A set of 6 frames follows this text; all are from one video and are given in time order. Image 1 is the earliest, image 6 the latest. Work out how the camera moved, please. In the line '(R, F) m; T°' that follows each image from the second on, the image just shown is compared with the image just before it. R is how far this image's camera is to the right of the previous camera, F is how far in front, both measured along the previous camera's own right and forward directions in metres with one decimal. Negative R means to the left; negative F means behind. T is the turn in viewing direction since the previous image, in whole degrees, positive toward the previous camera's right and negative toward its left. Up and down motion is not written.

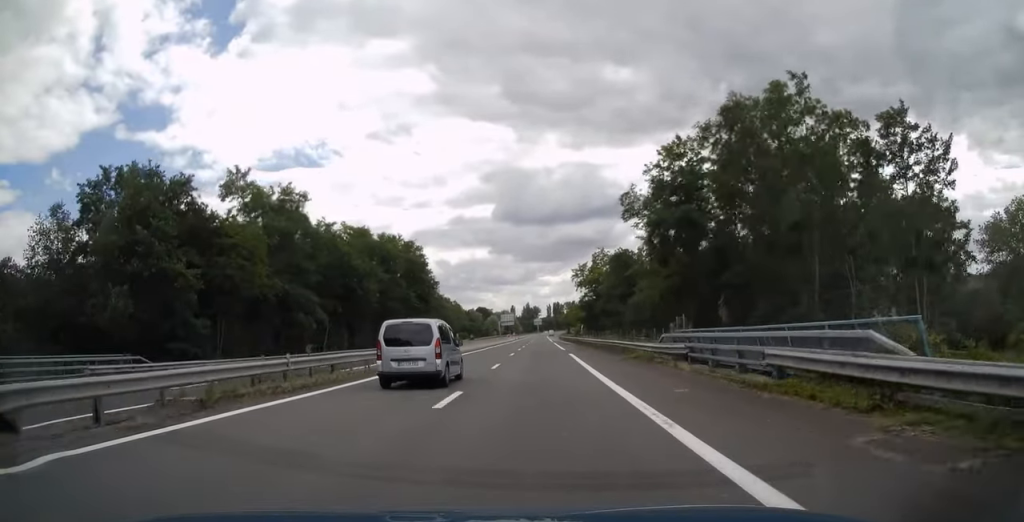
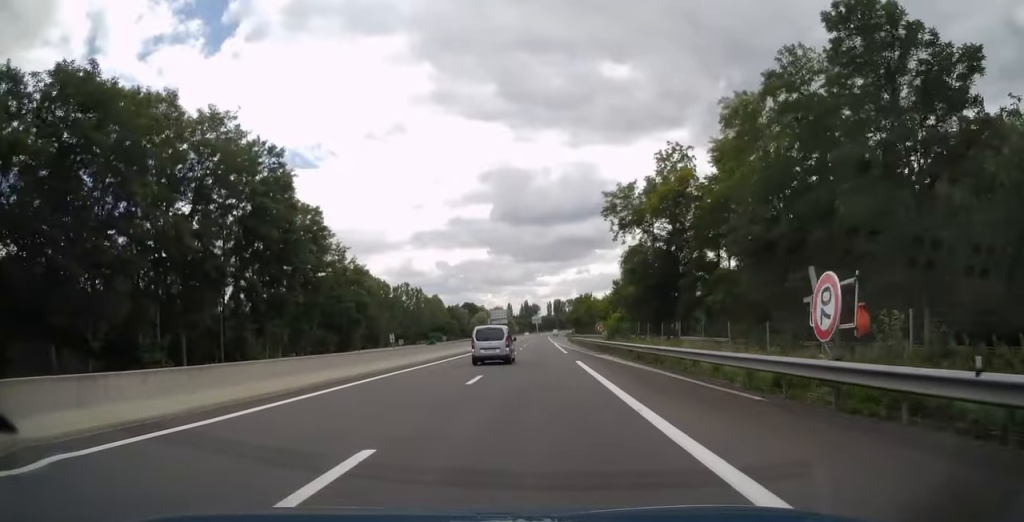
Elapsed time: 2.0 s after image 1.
(-0.1, +58.8) m; 0°
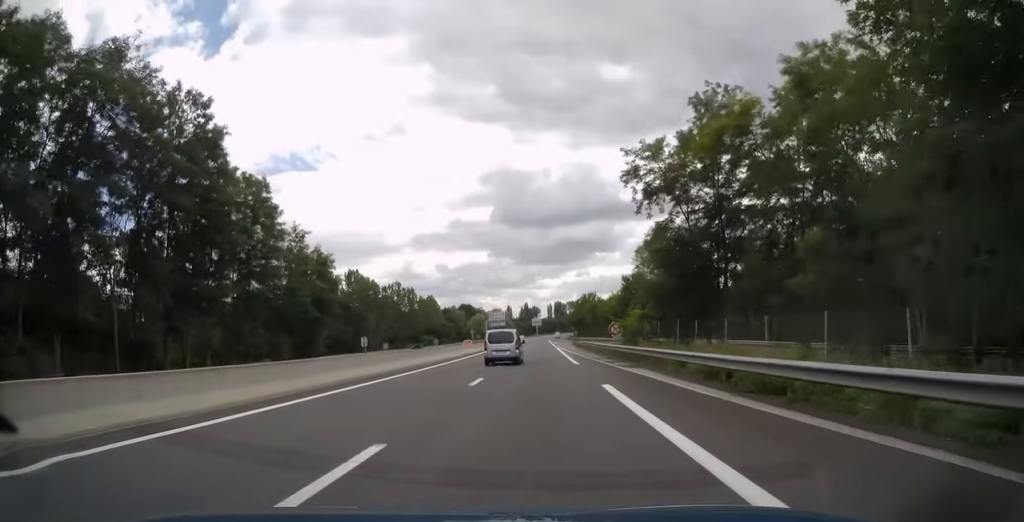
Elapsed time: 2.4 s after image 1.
(0.0, +12.4) m; 0°
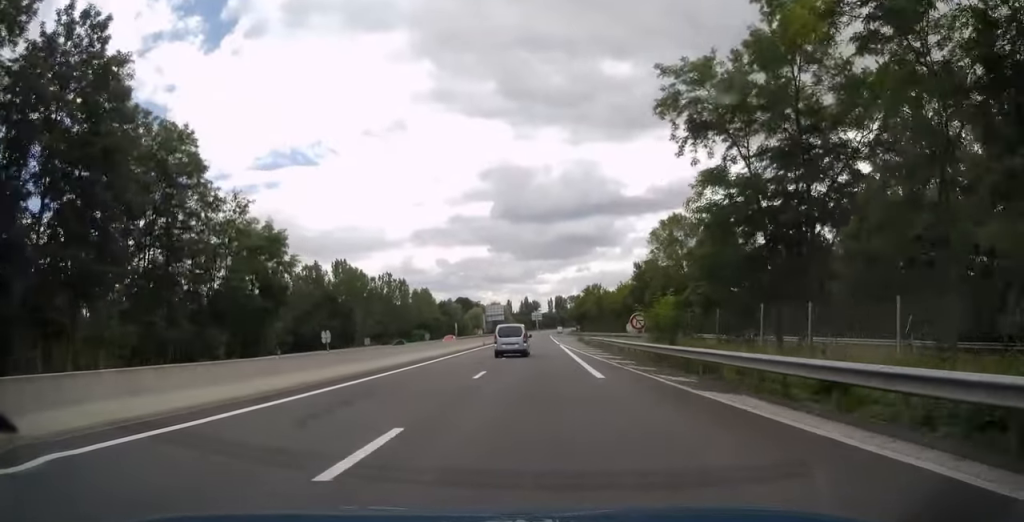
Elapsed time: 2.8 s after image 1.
(0.0, +11.8) m; 0°
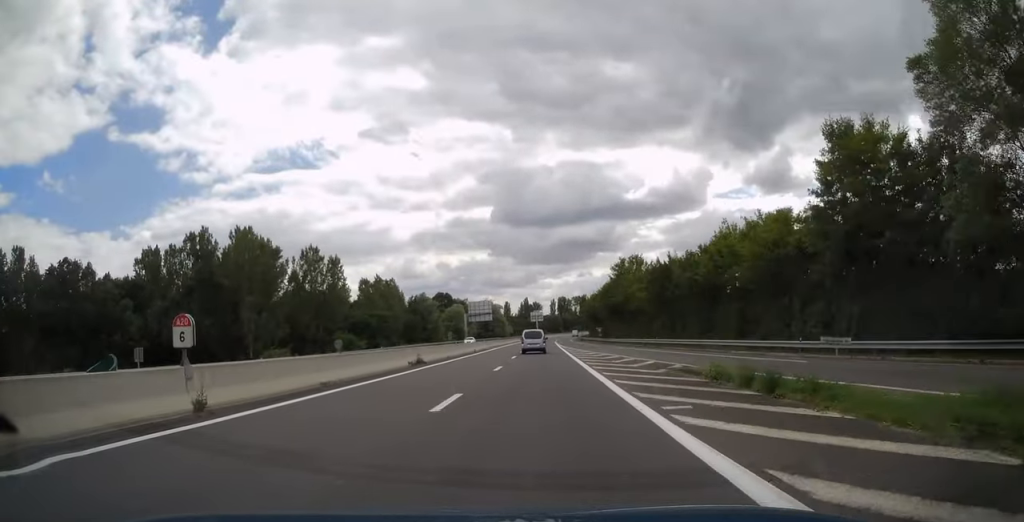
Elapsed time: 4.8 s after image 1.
(-0.1, +58.7) m; 0°
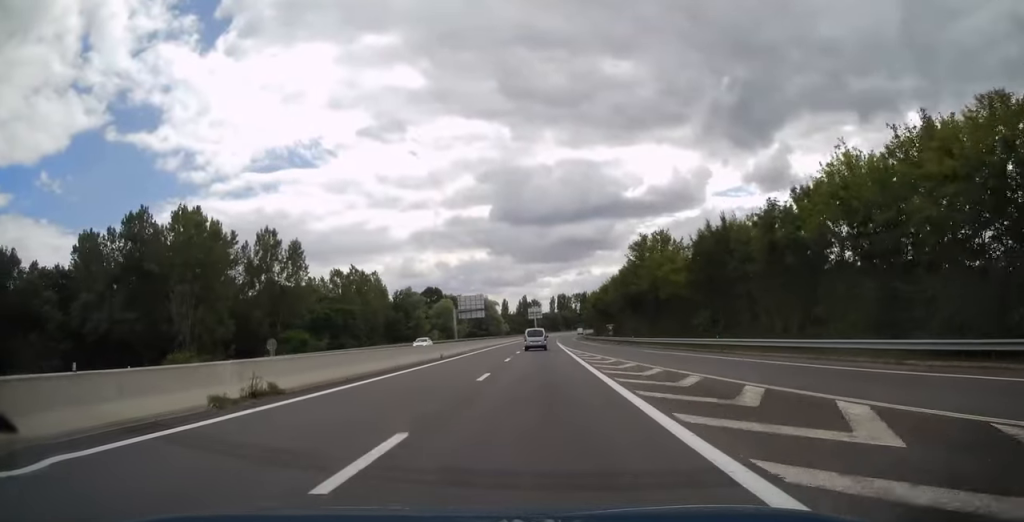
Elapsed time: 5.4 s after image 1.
(0.0, +18.8) m; 0°
